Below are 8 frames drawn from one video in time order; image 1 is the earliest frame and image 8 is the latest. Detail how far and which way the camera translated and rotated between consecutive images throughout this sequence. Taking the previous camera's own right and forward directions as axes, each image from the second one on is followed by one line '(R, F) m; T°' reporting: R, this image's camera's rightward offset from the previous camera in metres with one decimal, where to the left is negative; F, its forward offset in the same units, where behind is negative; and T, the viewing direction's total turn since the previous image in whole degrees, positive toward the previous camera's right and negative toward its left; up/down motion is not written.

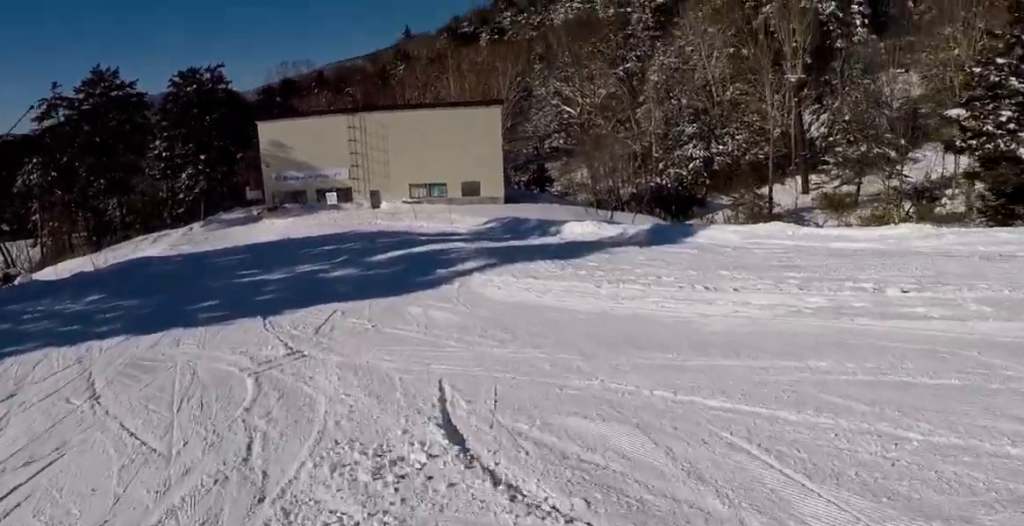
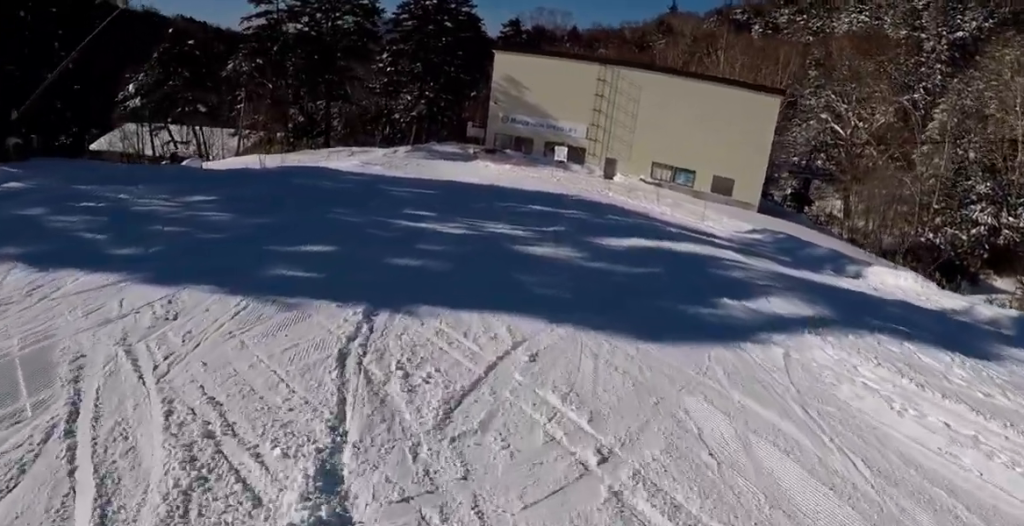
(-0.2, +7.4) m; -1°
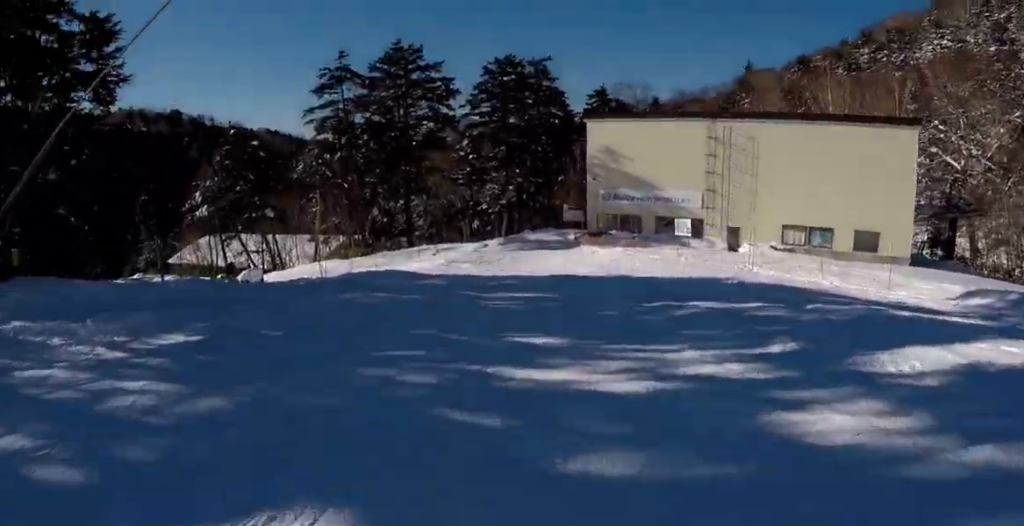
(0.0, +6.7) m; +5°
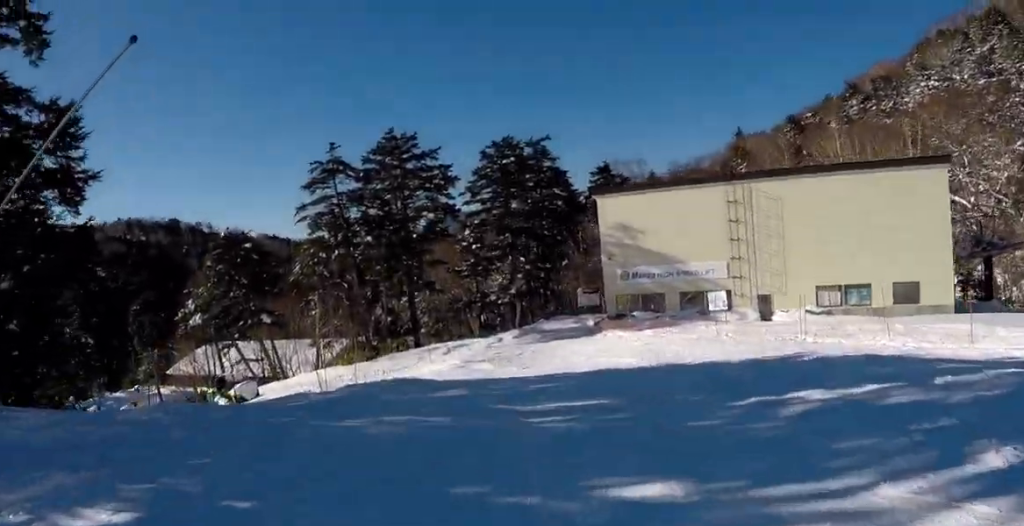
(-0.3, +3.5) m; +5°
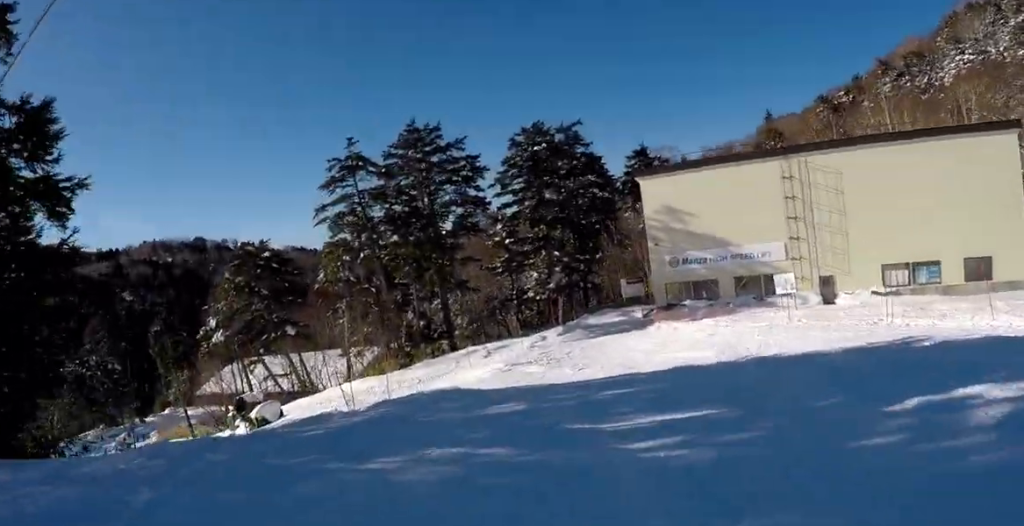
(+0.5, +3.0) m; +6°
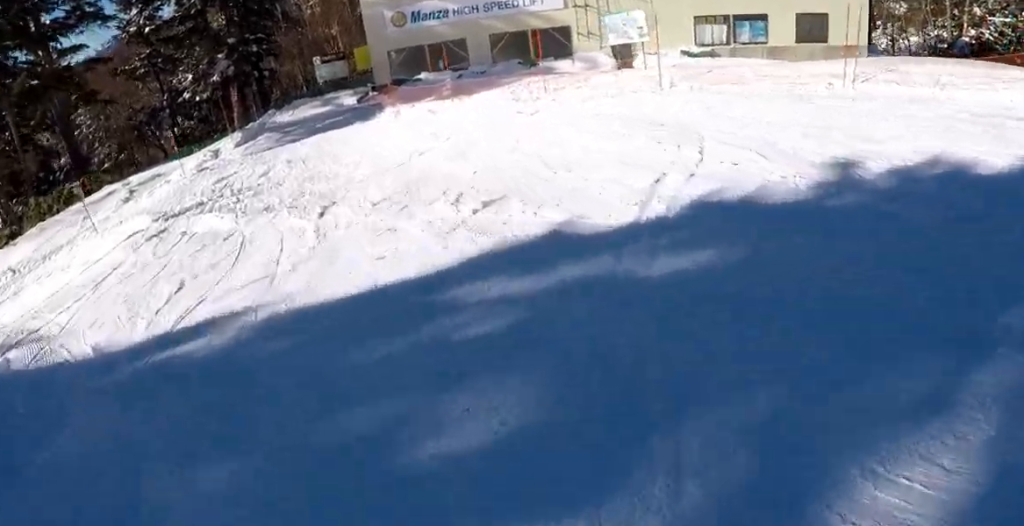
(+1.8, +10.7) m; -1°
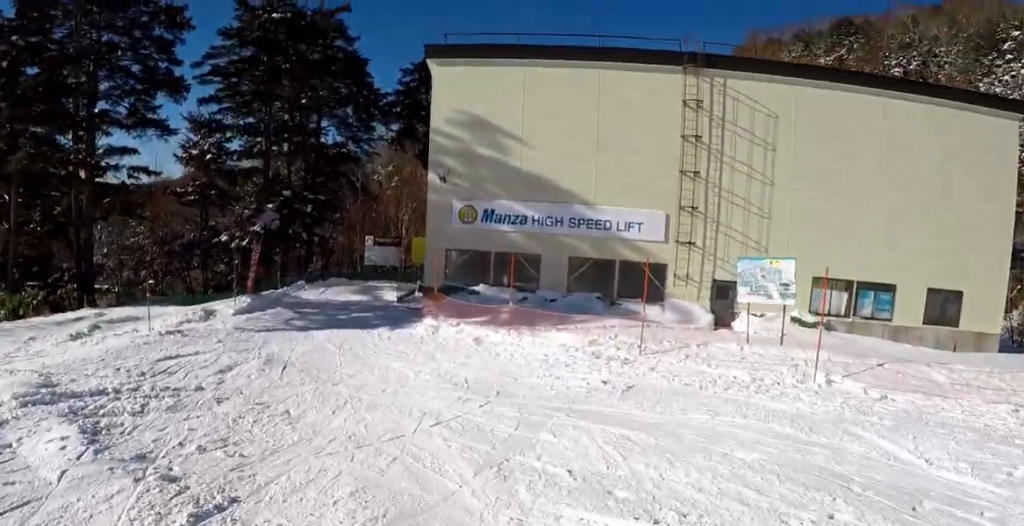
(-1.2, +4.6) m; -11°
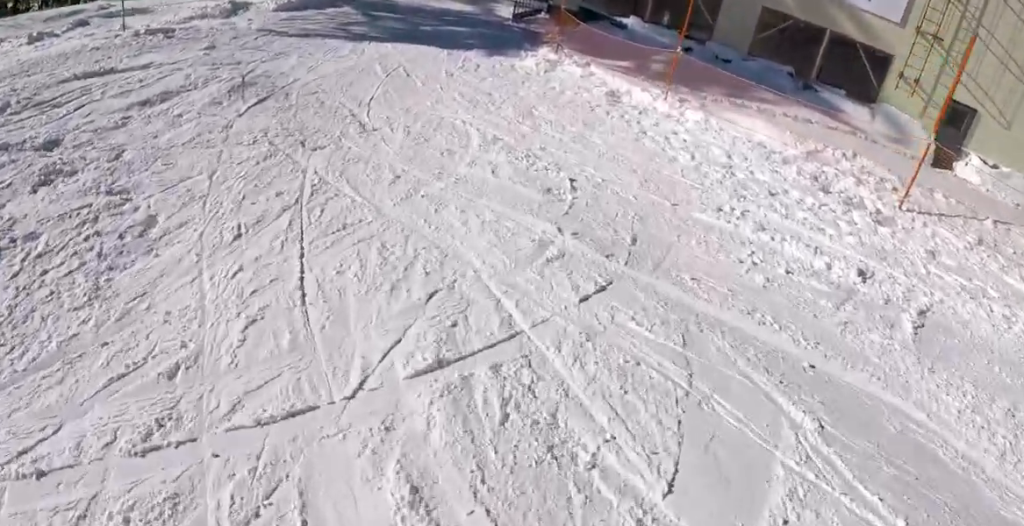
(-0.3, +4.2) m; +1°
